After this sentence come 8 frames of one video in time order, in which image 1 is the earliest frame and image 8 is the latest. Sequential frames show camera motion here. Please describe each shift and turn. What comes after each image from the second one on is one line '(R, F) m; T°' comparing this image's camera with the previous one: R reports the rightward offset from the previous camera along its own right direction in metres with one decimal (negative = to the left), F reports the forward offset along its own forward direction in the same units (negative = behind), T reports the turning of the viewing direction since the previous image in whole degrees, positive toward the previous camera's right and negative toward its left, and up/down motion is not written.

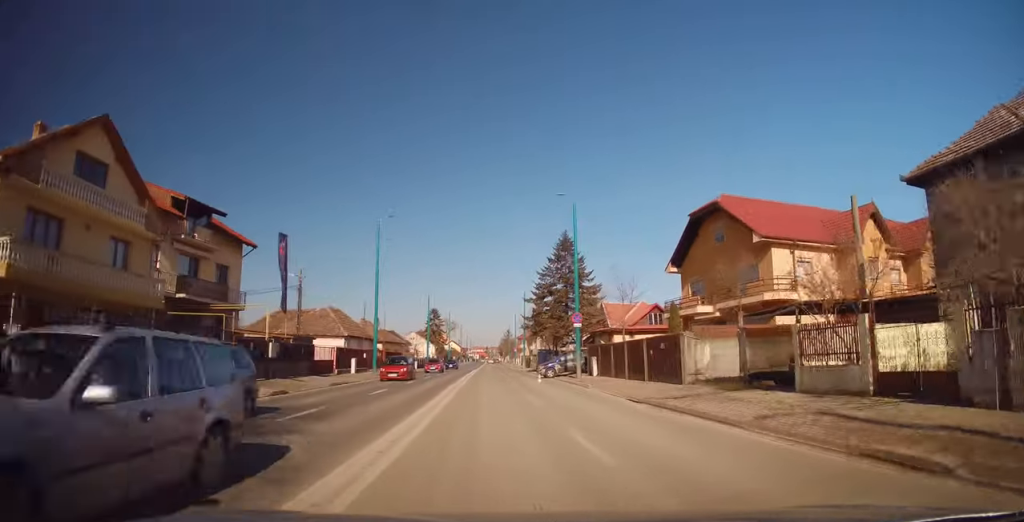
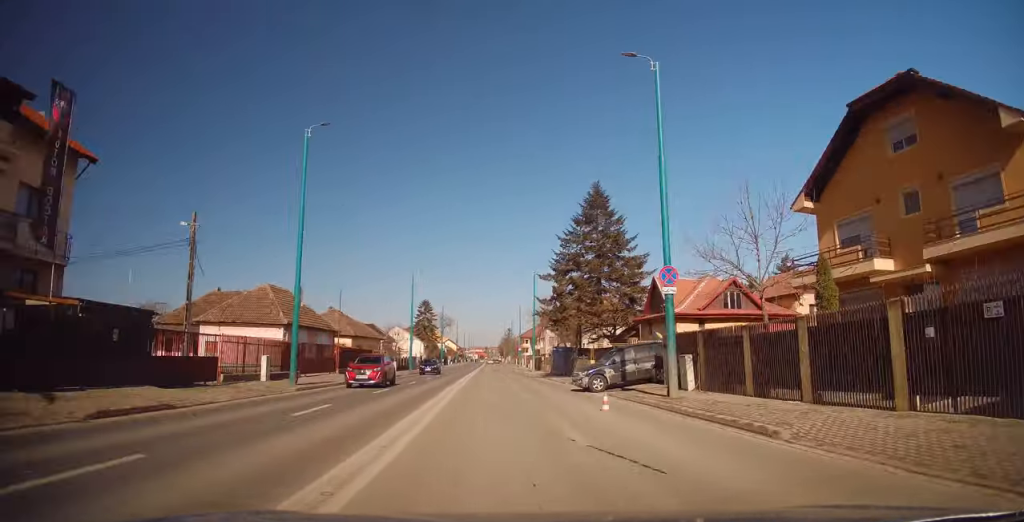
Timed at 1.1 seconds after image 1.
(+0.2, +15.4) m; +1°
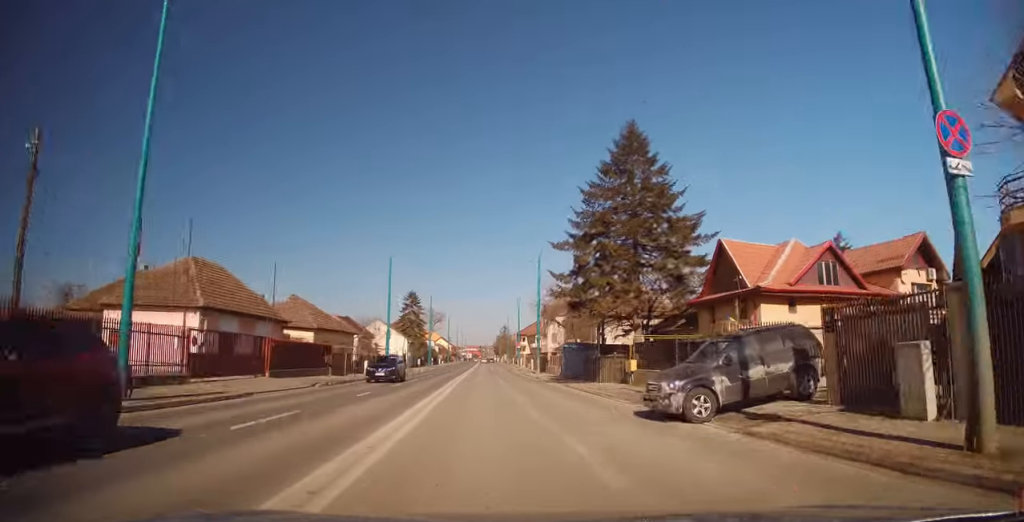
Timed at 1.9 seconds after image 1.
(+0.1, +9.8) m; 0°
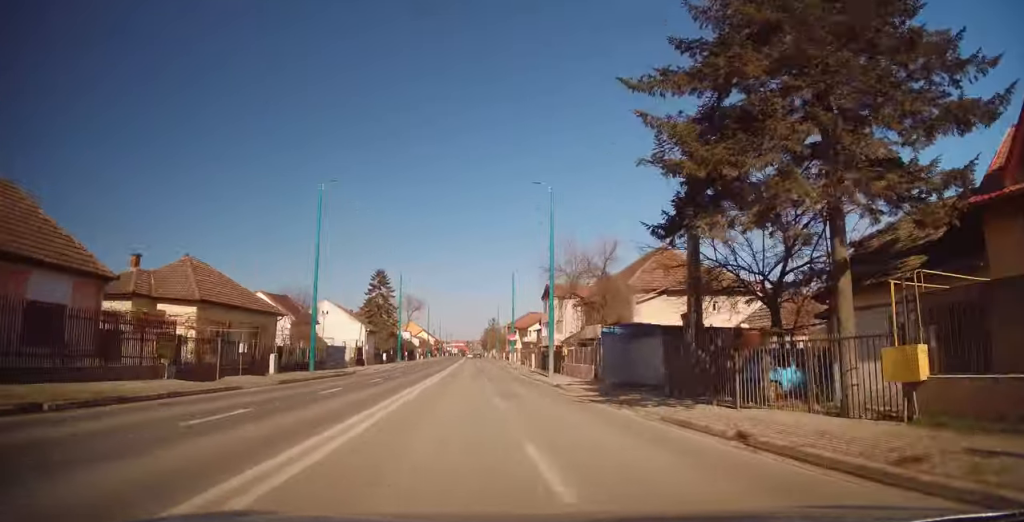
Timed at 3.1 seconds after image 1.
(+0.1, +14.2) m; +2°
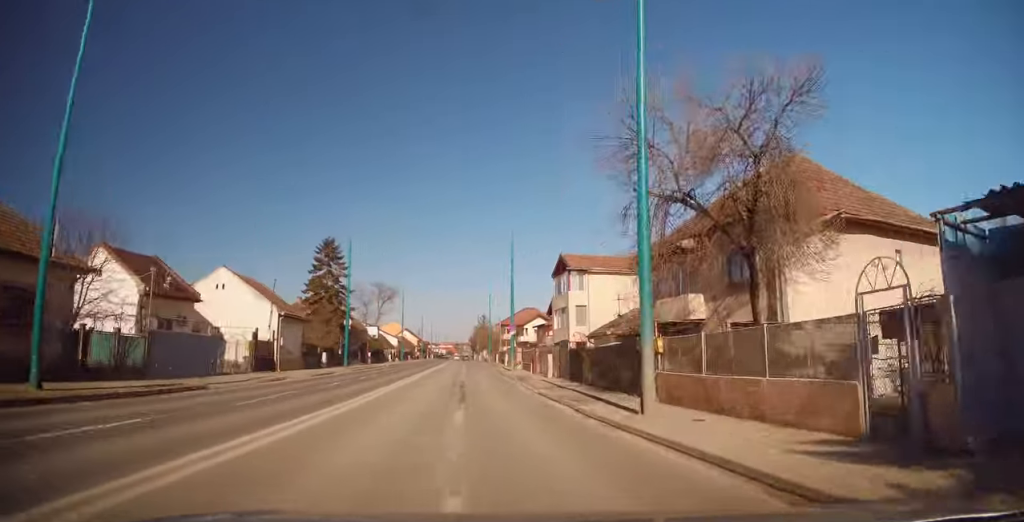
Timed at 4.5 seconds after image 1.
(+0.1, +15.5) m; 0°
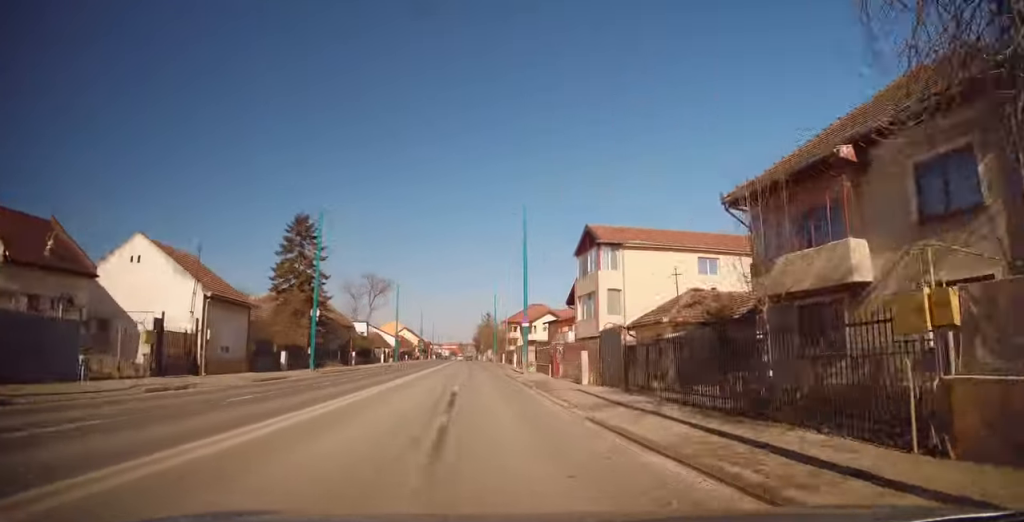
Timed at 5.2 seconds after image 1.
(0.0, +7.9) m; 0°
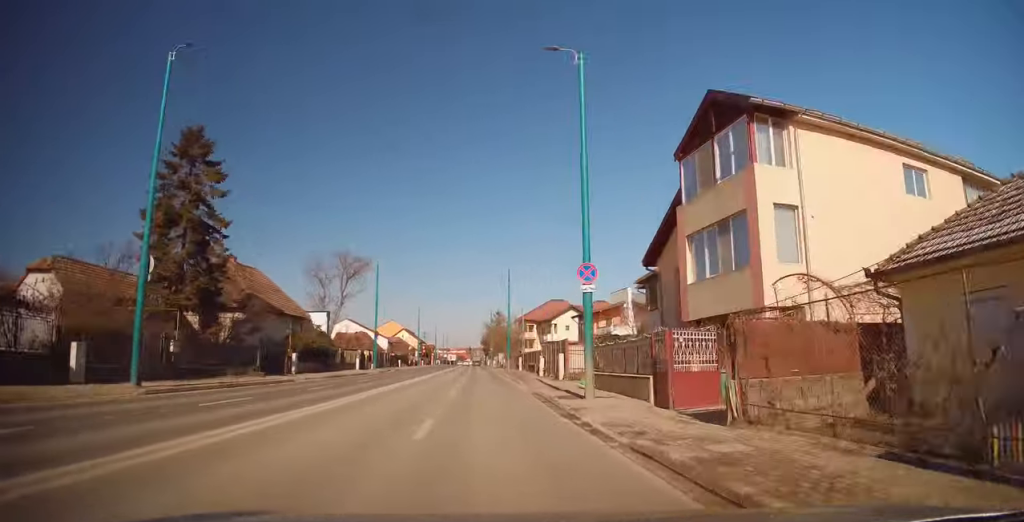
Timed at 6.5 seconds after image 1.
(0.0, +16.2) m; -2°
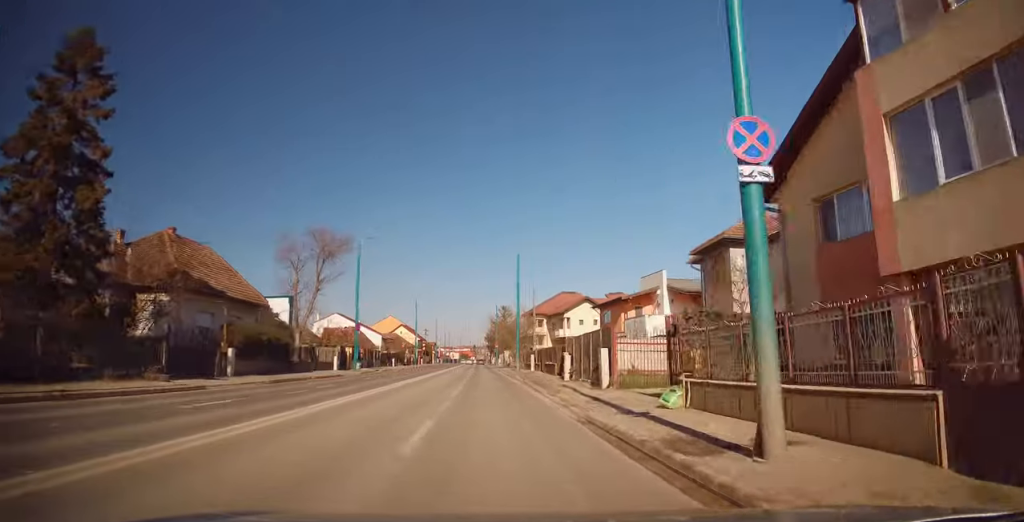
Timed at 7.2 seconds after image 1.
(-0.2, +9.1) m; 0°
